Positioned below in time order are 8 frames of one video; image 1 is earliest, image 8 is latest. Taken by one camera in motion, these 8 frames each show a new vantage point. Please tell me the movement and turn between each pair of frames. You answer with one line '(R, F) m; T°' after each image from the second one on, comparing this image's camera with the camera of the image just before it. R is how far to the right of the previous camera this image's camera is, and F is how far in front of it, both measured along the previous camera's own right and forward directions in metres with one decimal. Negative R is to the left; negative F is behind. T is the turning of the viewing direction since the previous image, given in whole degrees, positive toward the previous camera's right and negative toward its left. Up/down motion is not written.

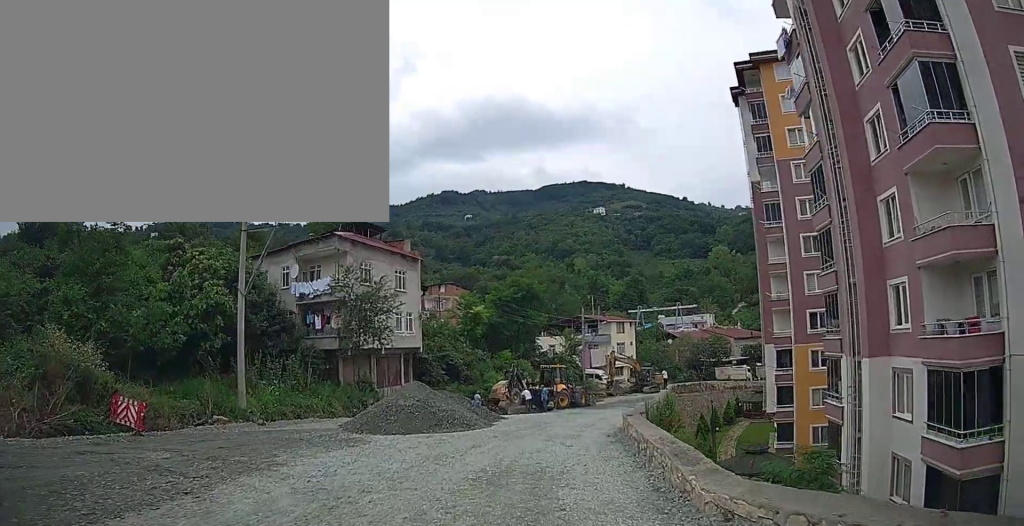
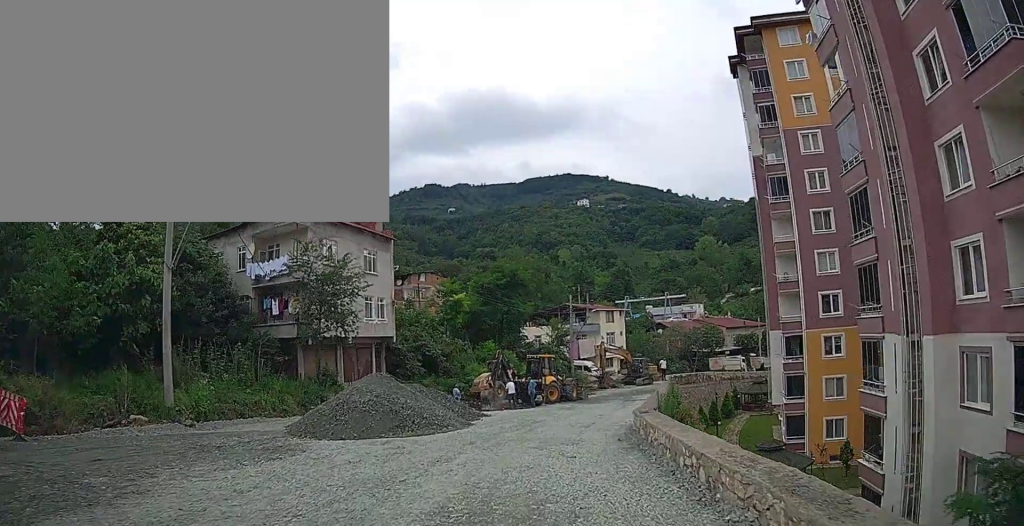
(-0.1, +4.2) m; +1°
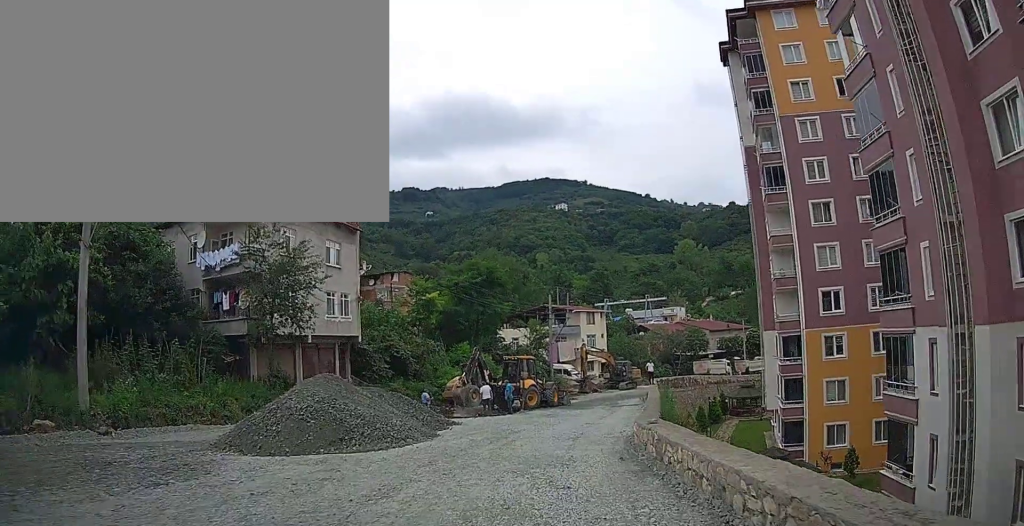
(0.0, +3.2) m; +2°
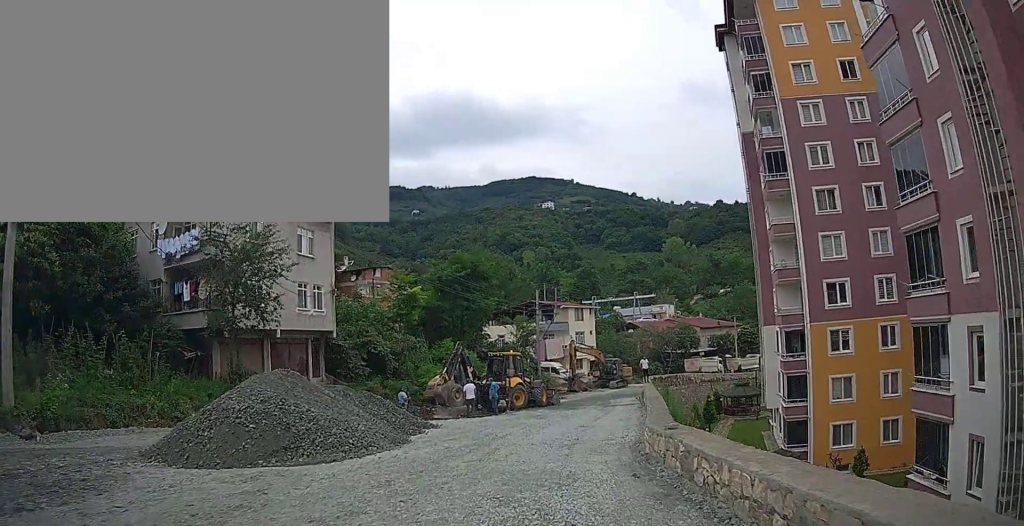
(+0.1, +2.7) m; +2°
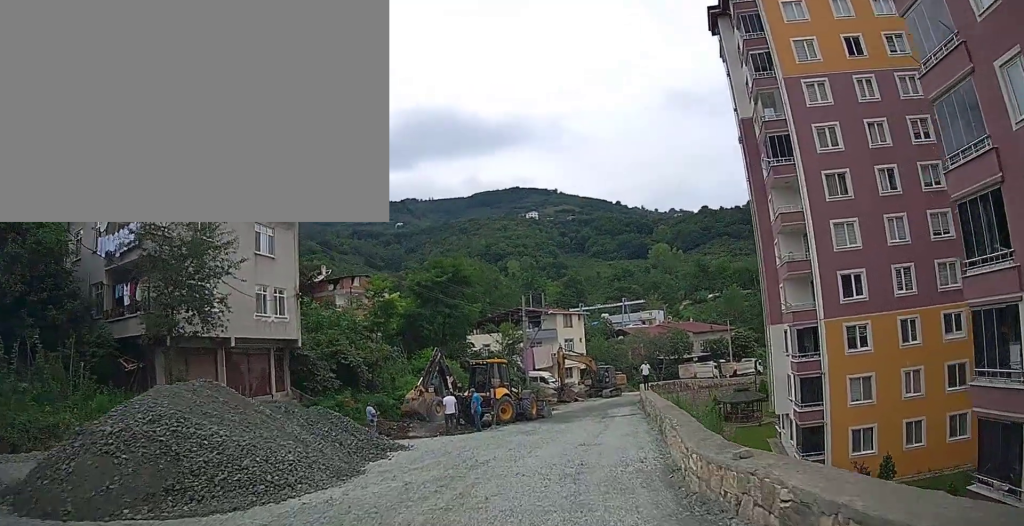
(0.0, +3.4) m; +3°
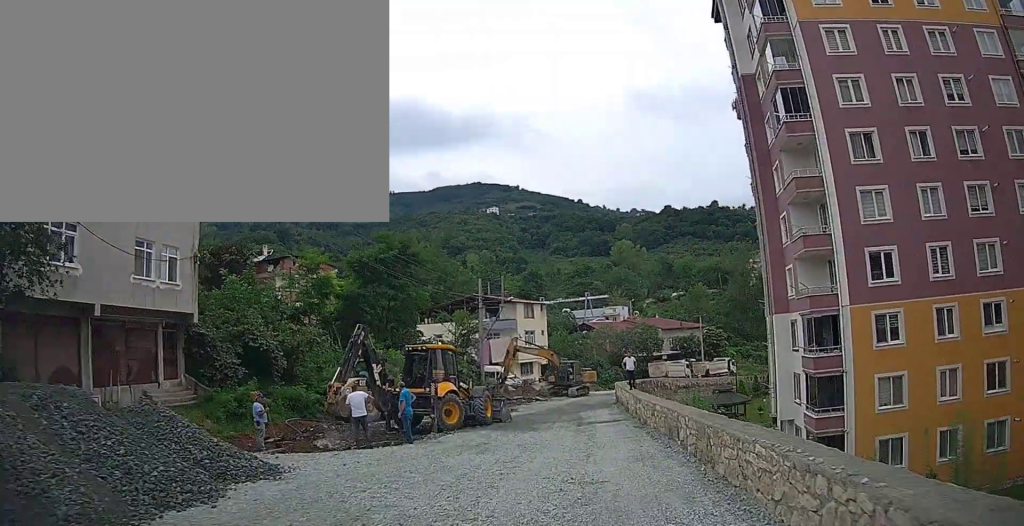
(+0.4, +7.1) m; +6°
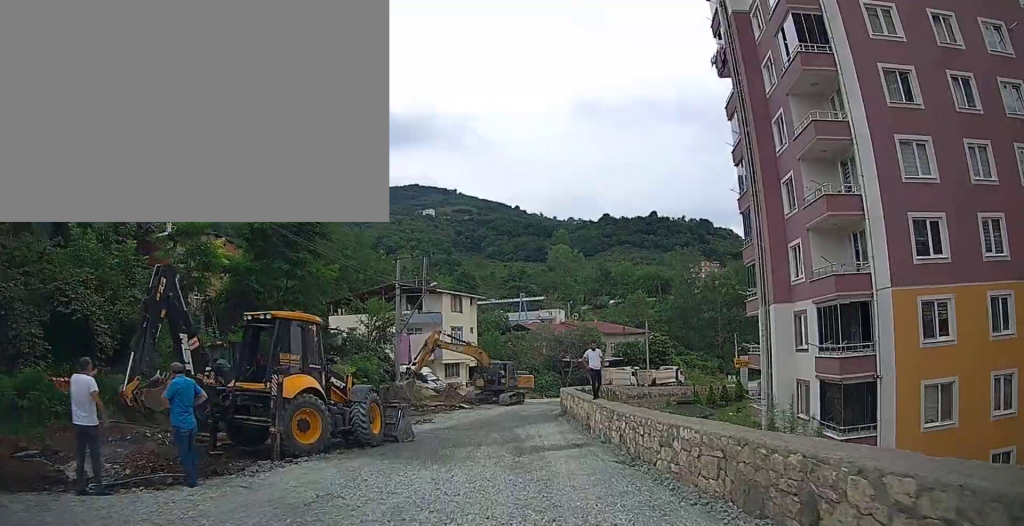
(+0.3, +7.9) m; +2°
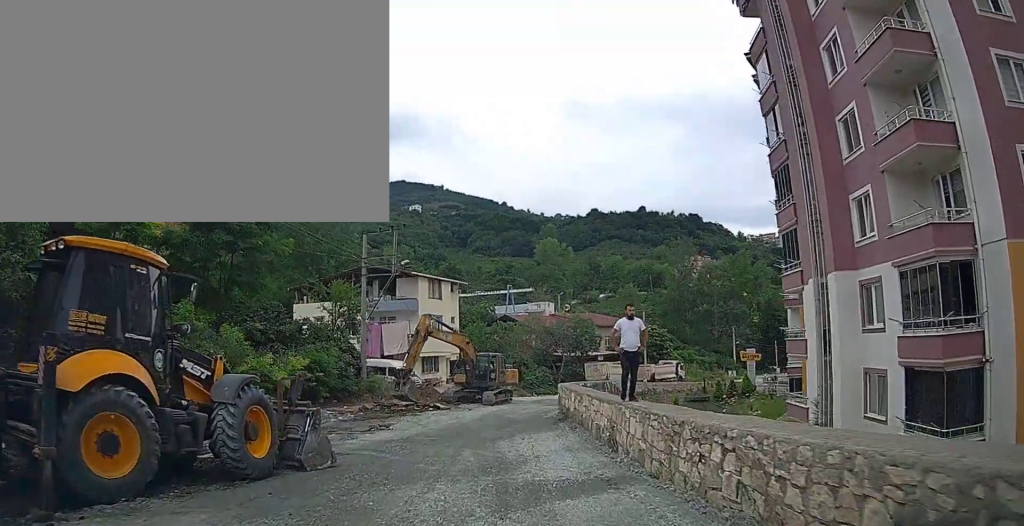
(-0.1, +6.3) m; 0°
